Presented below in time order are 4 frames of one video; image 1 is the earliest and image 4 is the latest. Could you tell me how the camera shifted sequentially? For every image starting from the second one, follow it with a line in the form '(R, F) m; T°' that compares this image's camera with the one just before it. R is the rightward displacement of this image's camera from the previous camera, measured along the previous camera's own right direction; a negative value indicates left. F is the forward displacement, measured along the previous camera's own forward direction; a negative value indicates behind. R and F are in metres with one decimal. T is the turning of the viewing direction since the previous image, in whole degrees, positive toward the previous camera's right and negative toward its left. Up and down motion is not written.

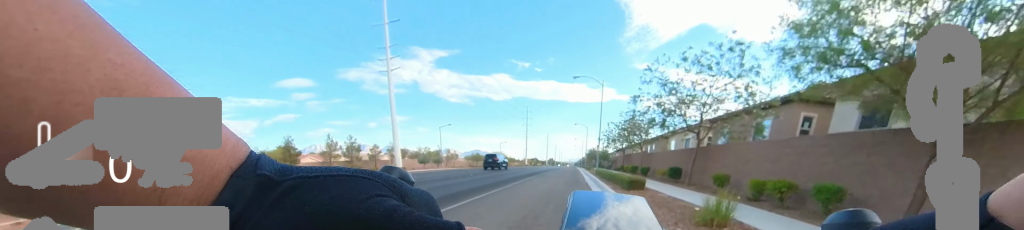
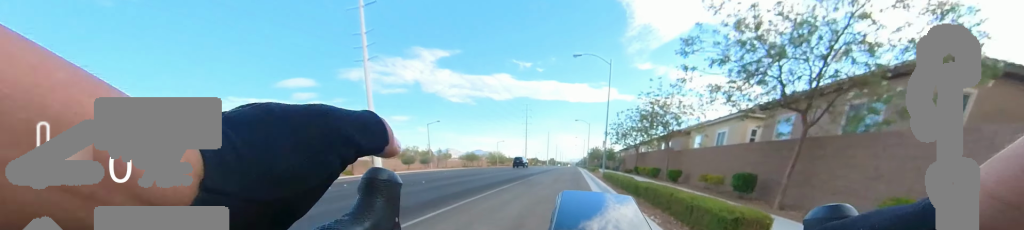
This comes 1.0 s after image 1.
(0.0, +6.2) m; 0°
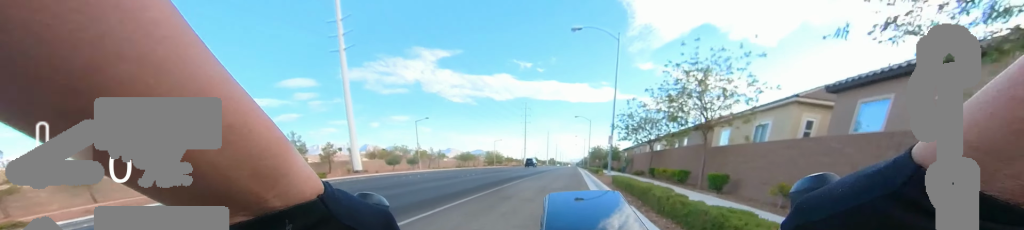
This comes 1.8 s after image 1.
(0.0, +4.8) m; 0°
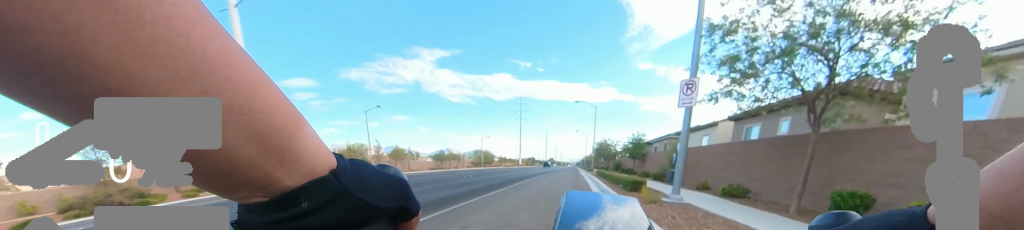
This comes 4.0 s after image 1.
(0.0, +14.1) m; 0°
